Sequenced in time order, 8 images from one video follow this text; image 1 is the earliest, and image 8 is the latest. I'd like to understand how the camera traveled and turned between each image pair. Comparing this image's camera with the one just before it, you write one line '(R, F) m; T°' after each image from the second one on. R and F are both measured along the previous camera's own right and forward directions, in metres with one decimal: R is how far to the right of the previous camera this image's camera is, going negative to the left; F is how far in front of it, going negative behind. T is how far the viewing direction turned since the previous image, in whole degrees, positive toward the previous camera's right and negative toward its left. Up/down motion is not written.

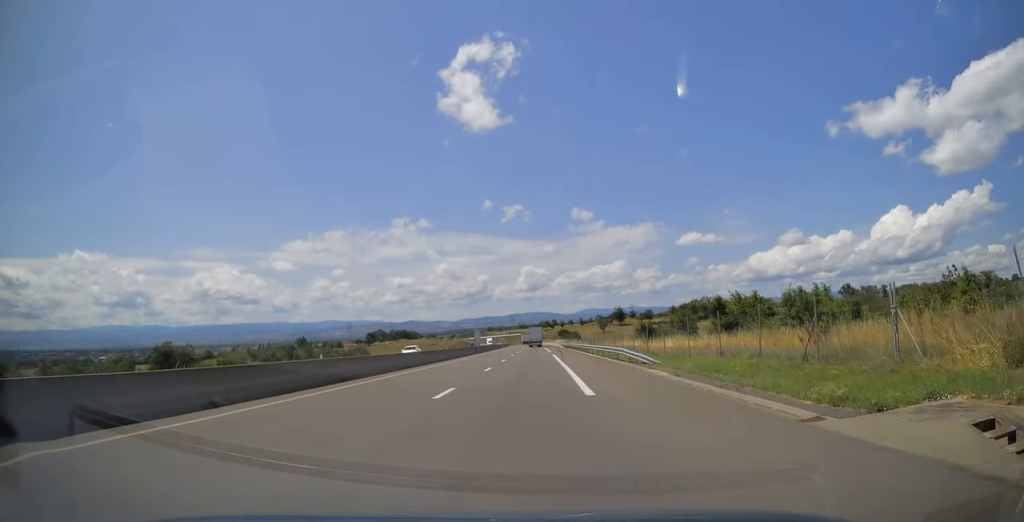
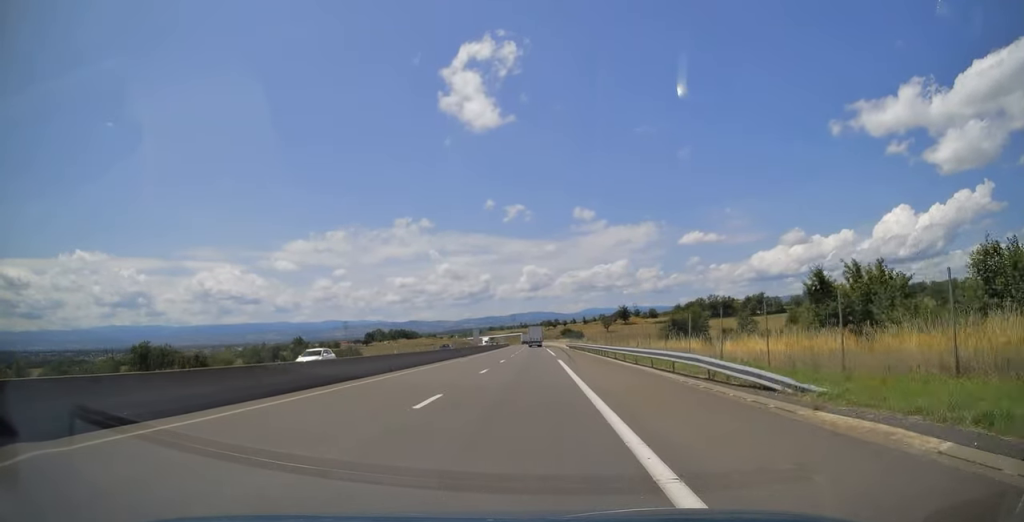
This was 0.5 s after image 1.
(-0.2, +15.2) m; 0°
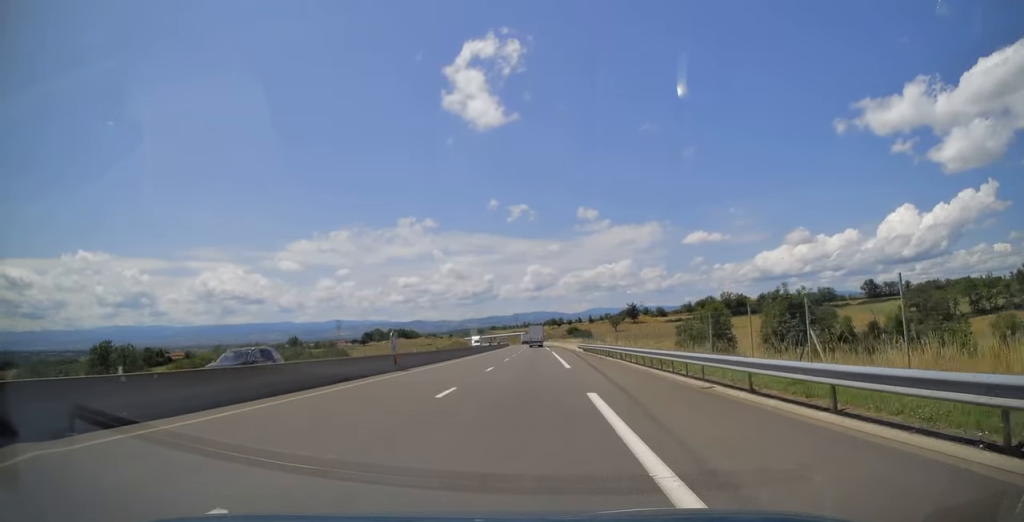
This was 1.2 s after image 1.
(-0.2, +23.8) m; 0°
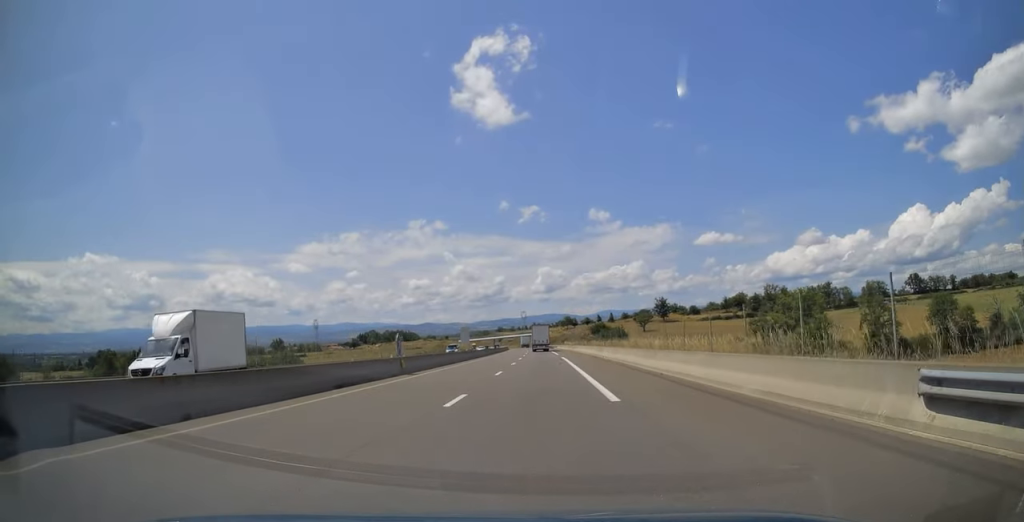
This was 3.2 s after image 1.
(0.0, +65.9) m; 0°
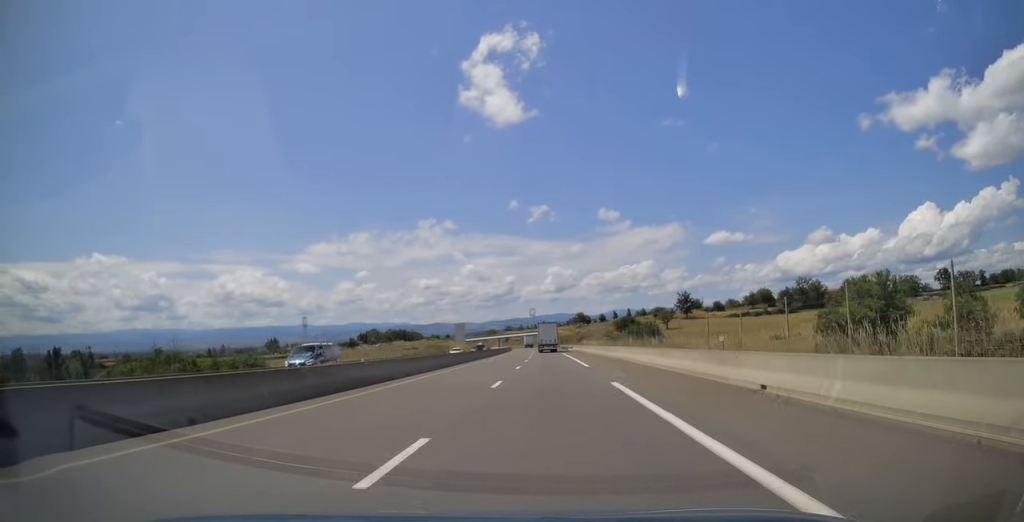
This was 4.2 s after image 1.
(-0.1, +32.6) m; -1°
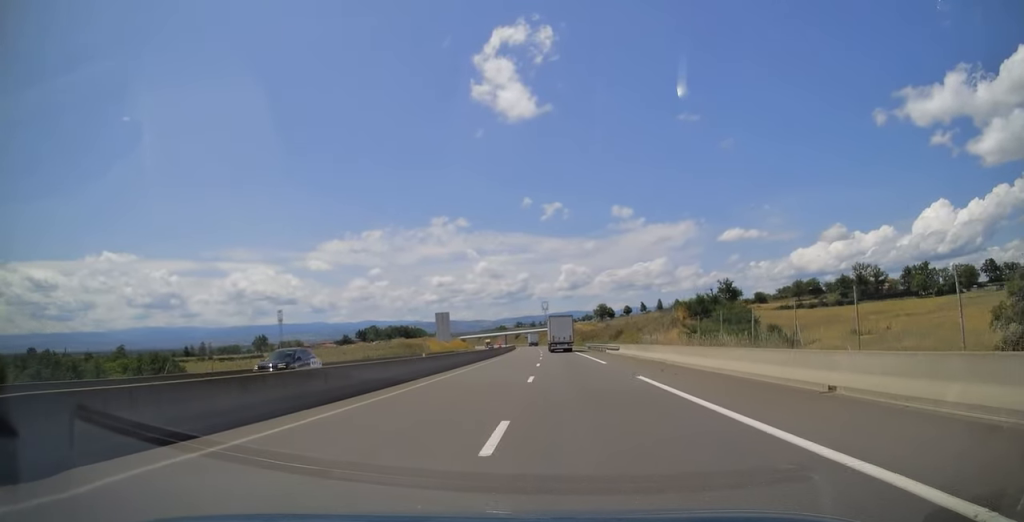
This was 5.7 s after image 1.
(-0.5, +49.1) m; -1°
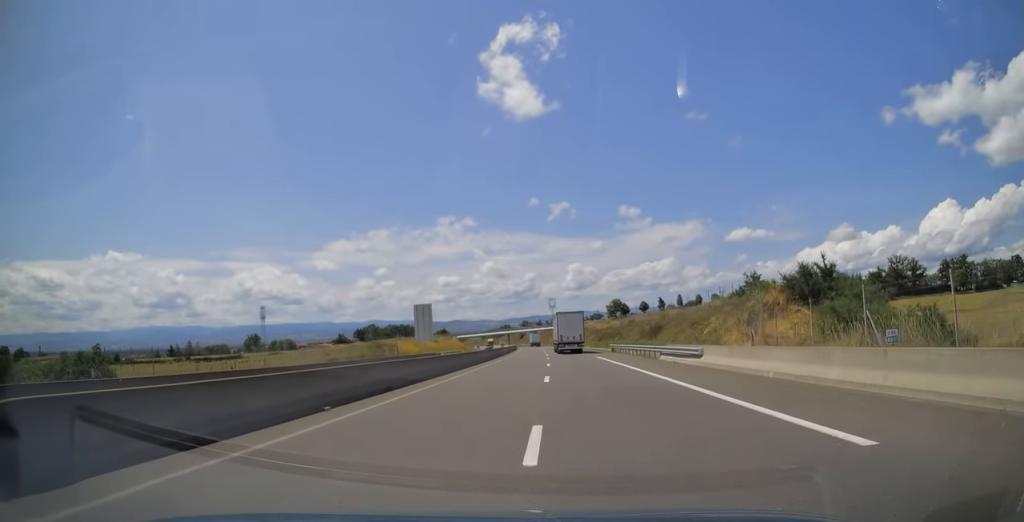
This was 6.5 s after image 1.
(-0.2, +26.4) m; -1°
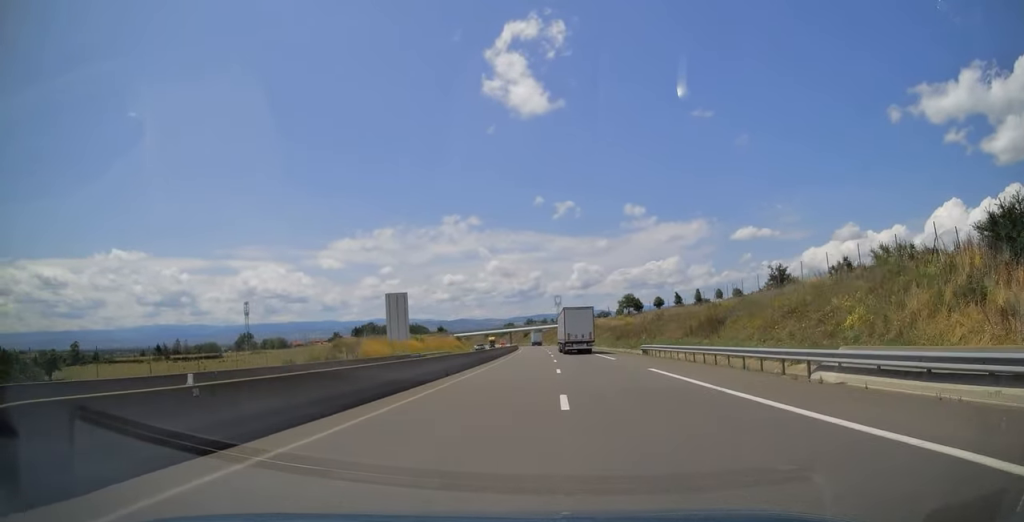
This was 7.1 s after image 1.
(-0.1, +20.8) m; 0°
